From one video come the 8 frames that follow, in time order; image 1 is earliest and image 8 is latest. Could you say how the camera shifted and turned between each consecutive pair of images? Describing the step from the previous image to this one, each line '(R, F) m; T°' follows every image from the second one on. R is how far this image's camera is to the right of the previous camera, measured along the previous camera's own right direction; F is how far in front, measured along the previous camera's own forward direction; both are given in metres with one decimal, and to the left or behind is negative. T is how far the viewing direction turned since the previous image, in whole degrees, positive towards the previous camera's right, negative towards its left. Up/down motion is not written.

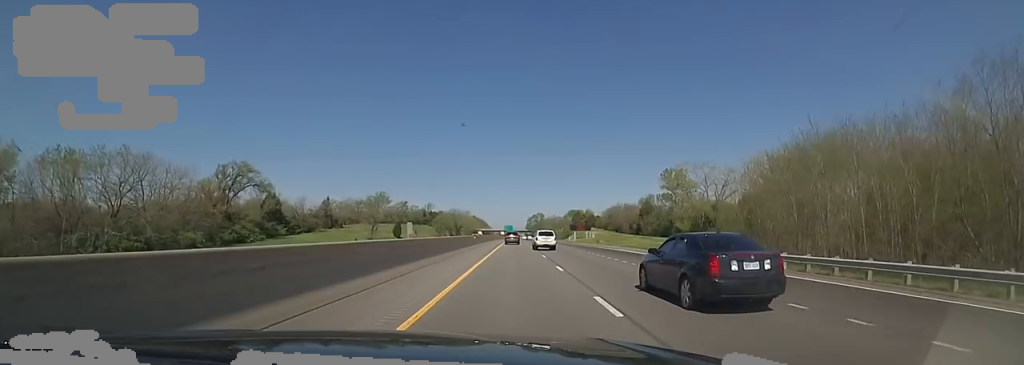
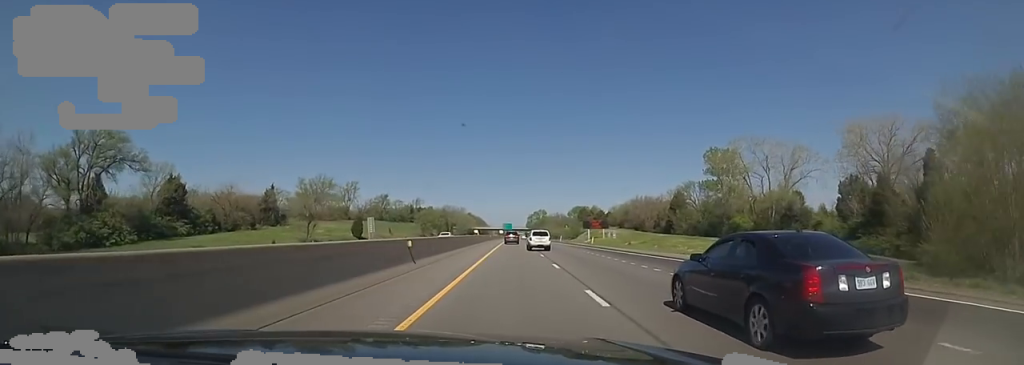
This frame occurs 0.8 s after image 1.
(-0.5, +28.1) m; 0°
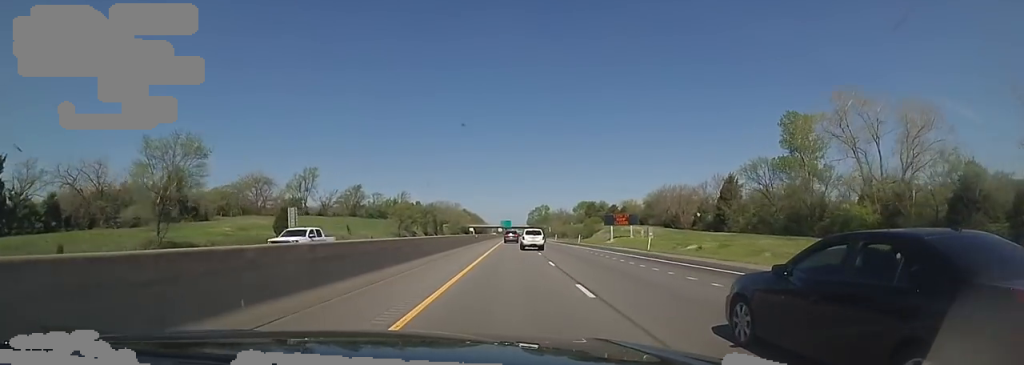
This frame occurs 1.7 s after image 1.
(+0.3, +27.8) m; 0°
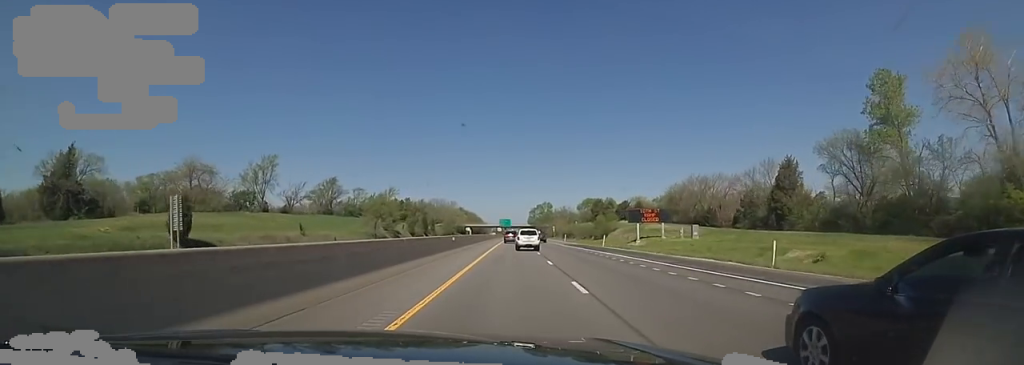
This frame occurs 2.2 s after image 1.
(+0.7, +18.8) m; 0°
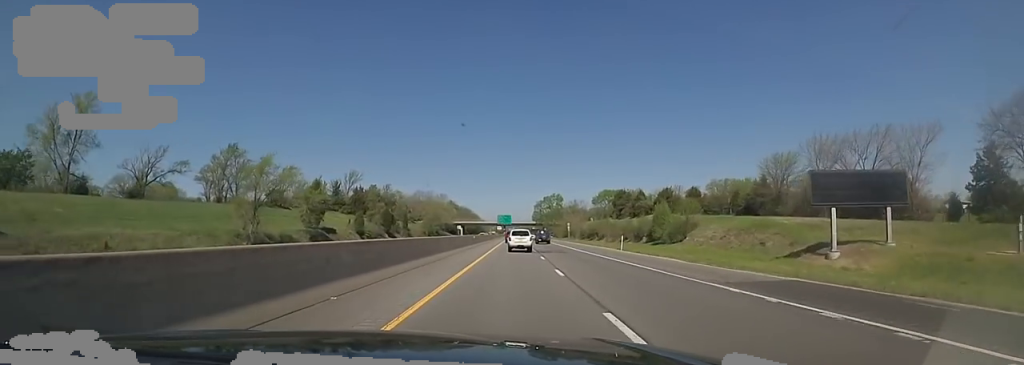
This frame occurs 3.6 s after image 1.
(-0.8, +44.0) m; 0°
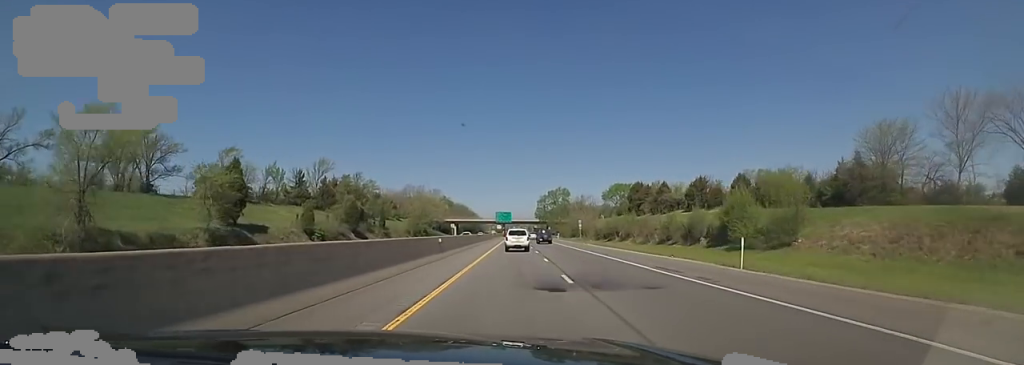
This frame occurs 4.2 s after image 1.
(+0.9, +22.0) m; 0°
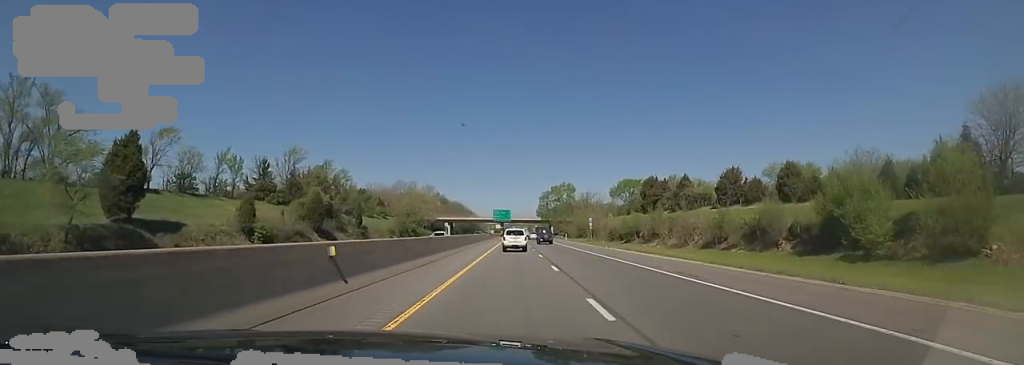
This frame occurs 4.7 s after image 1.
(-0.6, +15.3) m; -1°
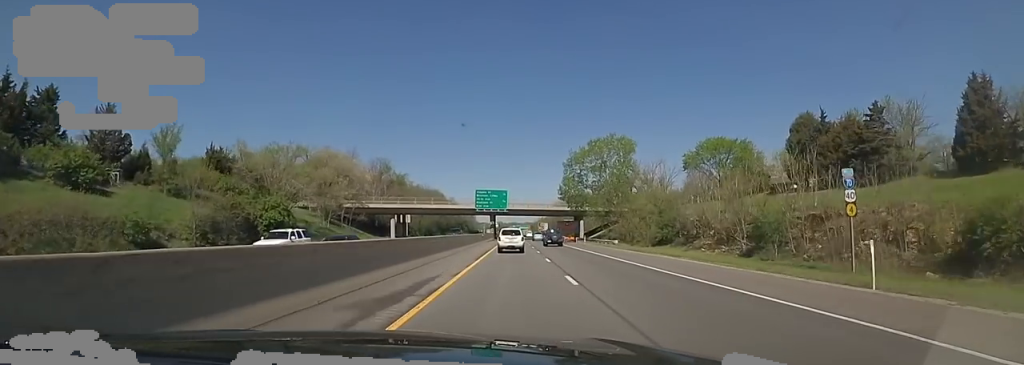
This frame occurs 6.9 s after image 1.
(+0.5, +72.7) m; +2°
